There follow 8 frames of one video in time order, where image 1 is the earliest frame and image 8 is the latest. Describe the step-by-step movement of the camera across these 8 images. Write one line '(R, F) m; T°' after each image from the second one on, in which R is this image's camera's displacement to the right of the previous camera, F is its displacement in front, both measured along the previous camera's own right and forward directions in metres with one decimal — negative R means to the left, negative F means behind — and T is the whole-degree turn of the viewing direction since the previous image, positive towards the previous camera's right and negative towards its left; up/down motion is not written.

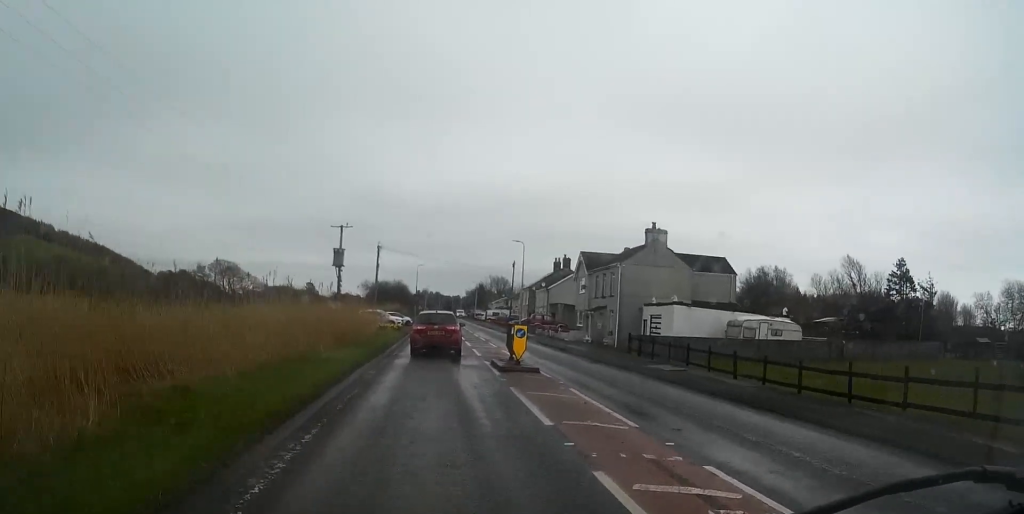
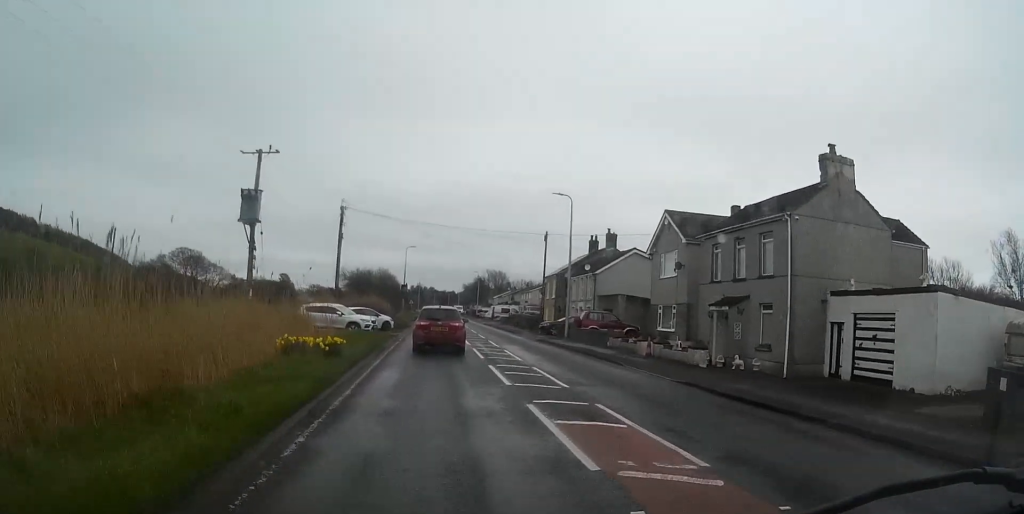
(-0.1, +21.3) m; 0°
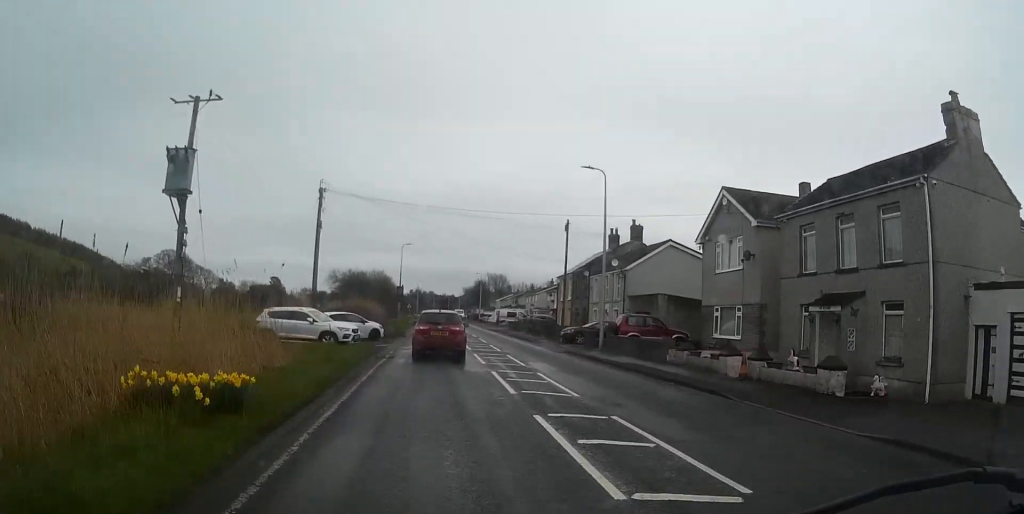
(0.0, +7.3) m; 0°
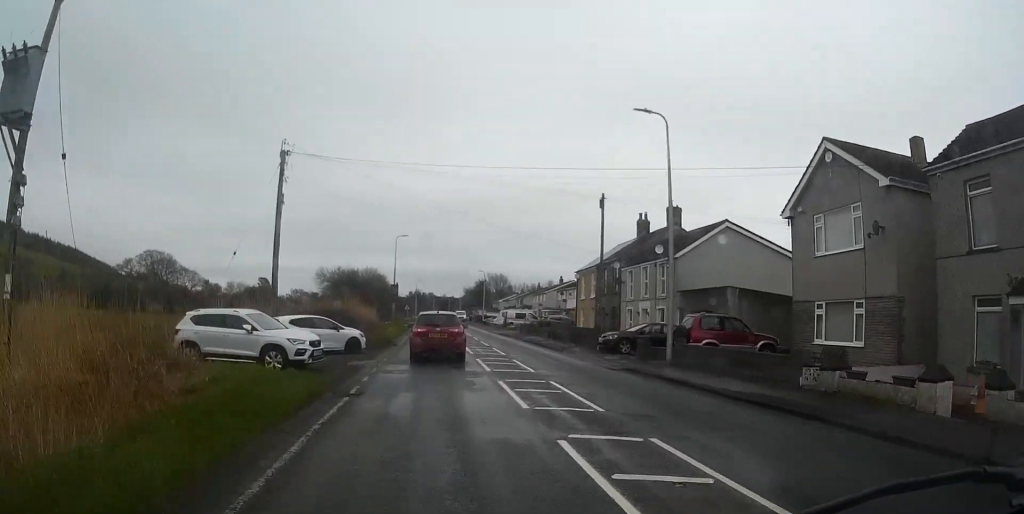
(+0.1, +8.1) m; 0°
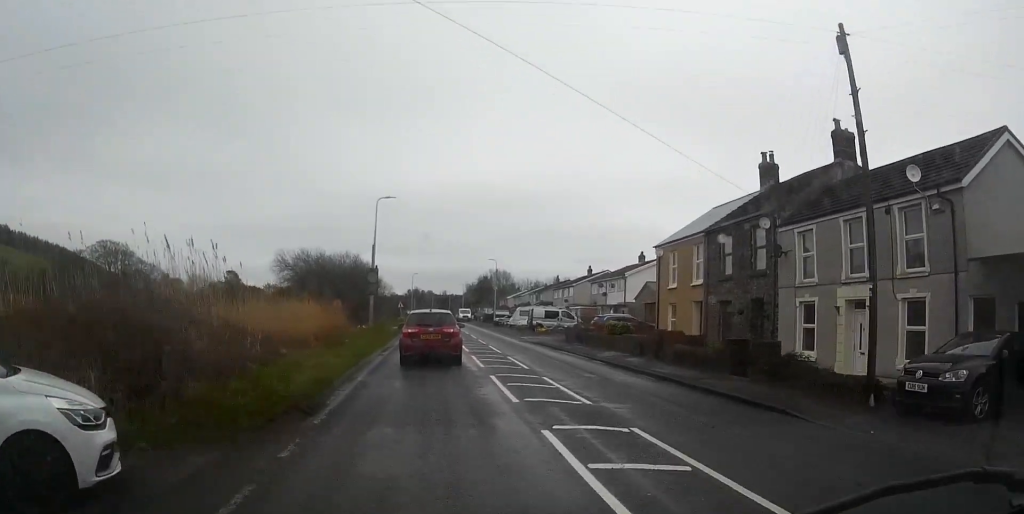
(+0.1, +18.4) m; +1°
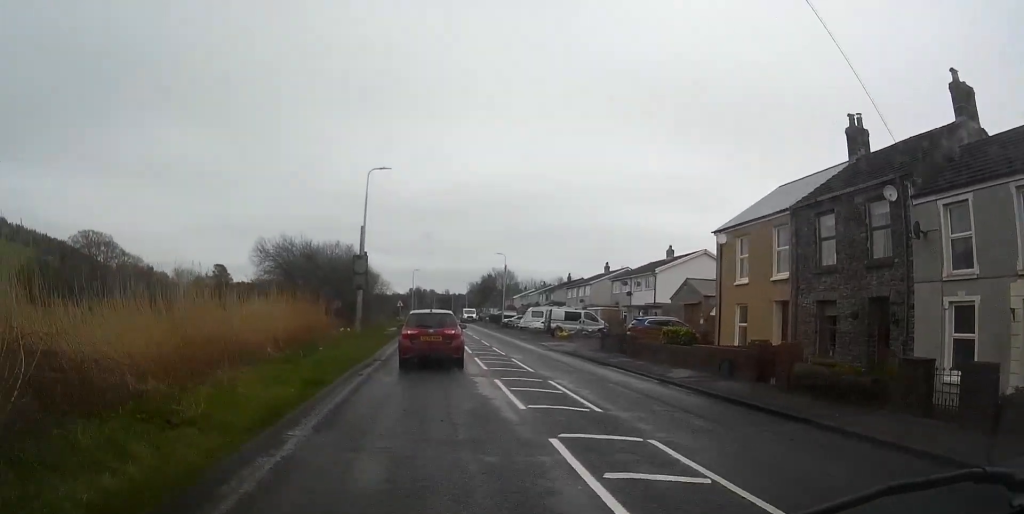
(+0.1, +6.8) m; 0°
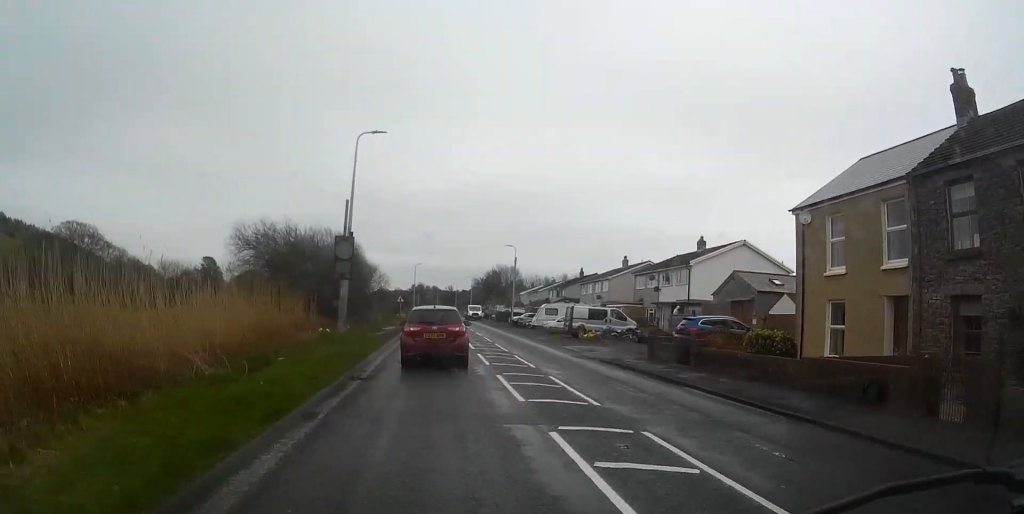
(-0.1, +5.8) m; -1°
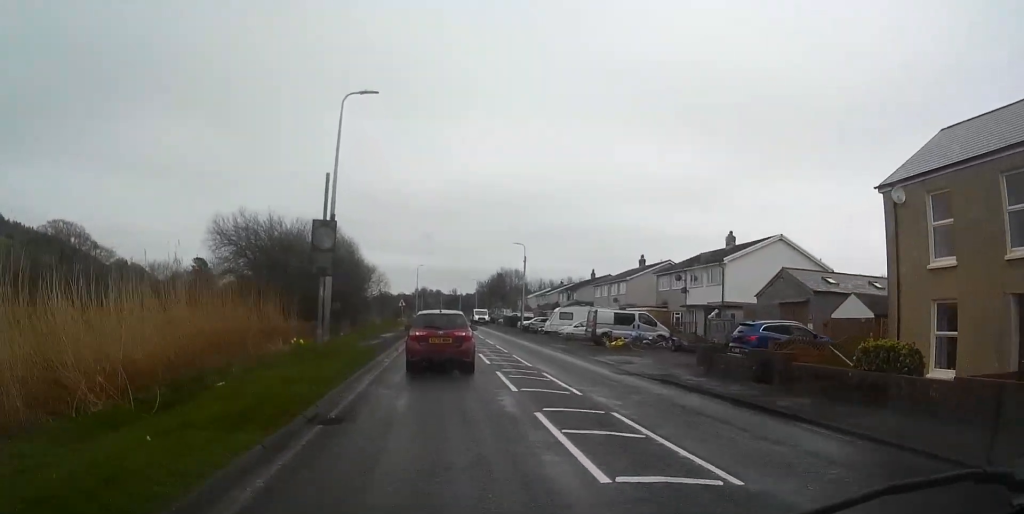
(0.0, +4.7) m; 0°
